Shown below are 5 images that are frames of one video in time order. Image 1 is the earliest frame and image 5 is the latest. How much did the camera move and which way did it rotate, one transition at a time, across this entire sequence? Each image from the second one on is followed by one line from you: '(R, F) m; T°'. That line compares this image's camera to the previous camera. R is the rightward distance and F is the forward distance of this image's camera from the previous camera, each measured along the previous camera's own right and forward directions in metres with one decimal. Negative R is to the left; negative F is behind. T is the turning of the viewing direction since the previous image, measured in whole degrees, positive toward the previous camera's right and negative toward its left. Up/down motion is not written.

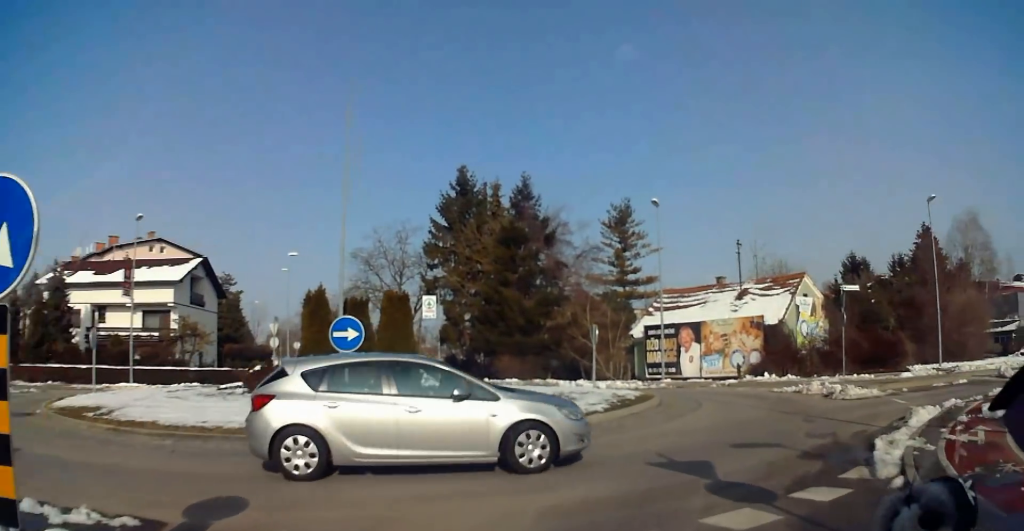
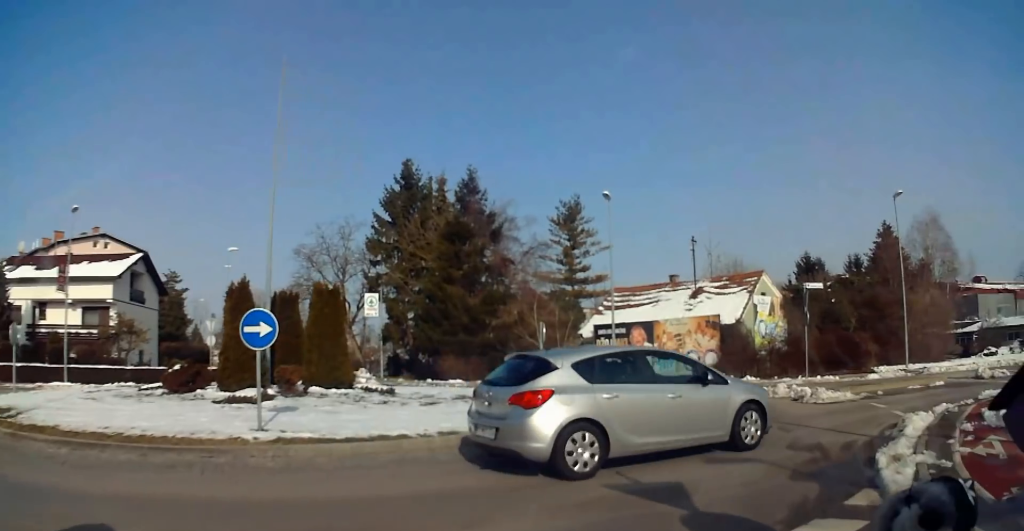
(-0.1, +2.0) m; +6°
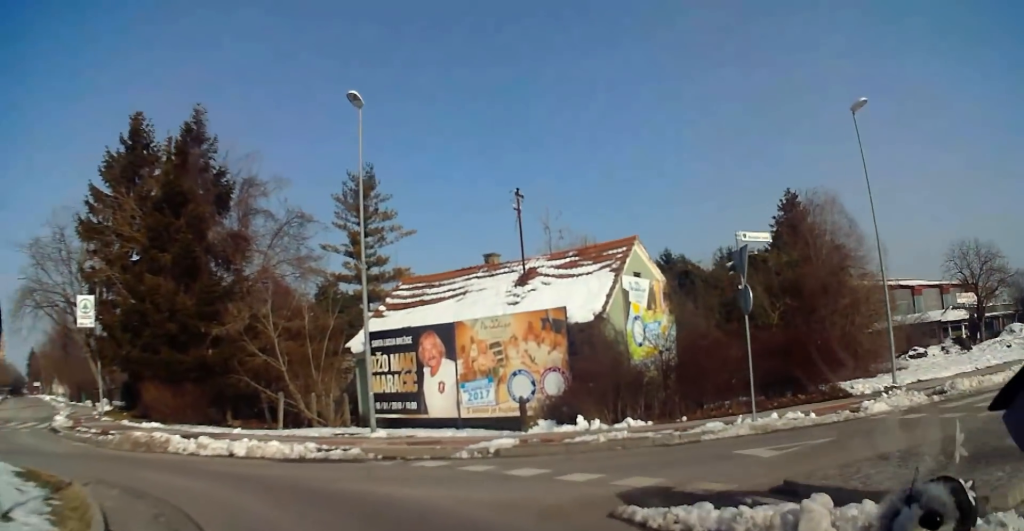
(+5.8, +11.7) m; +38°
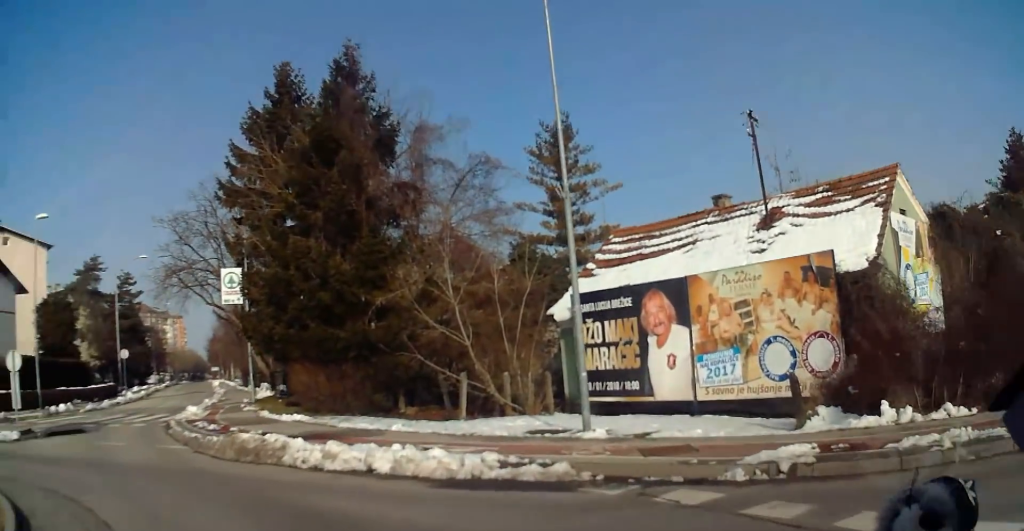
(+0.3, +3.6) m; -31°
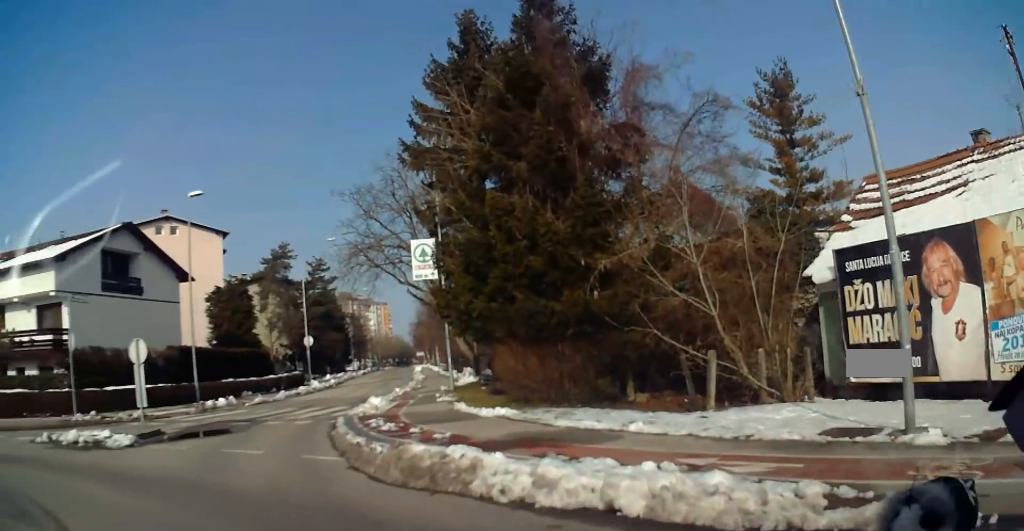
(-1.7, +2.4) m; -37°
